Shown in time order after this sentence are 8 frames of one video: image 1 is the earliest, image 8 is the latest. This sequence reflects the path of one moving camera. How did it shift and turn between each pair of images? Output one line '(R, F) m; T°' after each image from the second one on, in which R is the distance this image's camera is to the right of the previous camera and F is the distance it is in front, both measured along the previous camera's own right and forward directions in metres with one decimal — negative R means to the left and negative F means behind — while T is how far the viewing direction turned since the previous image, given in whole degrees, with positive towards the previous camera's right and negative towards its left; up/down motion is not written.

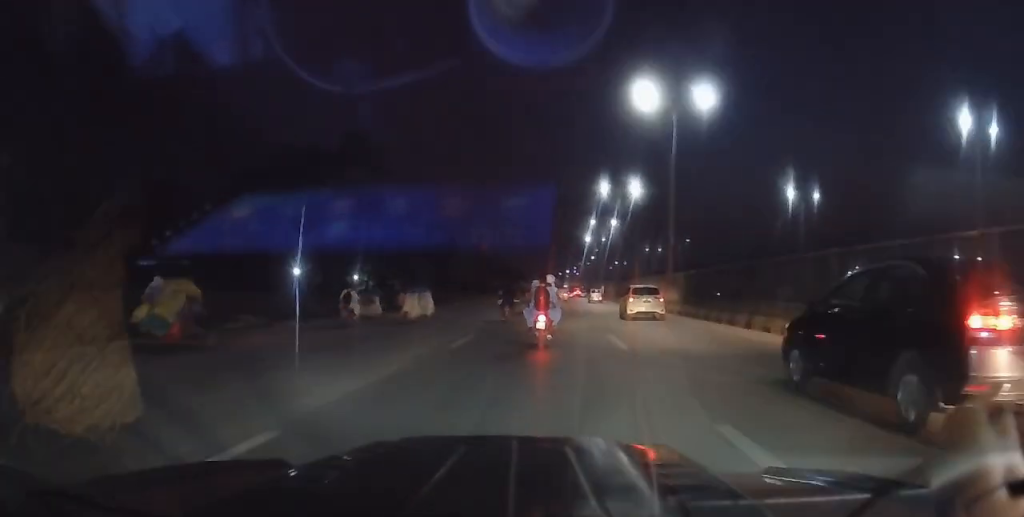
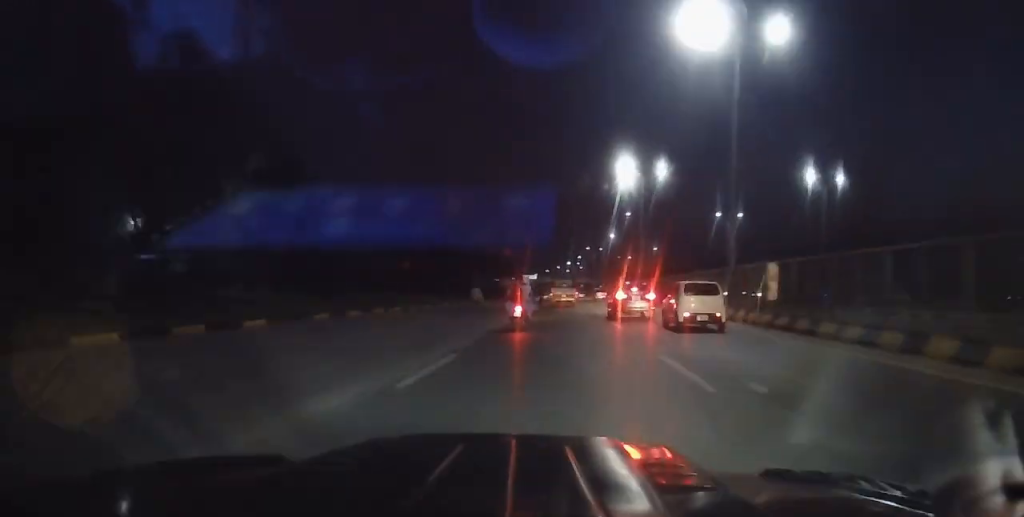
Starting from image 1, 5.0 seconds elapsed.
(0.0, +76.0) m; 0°
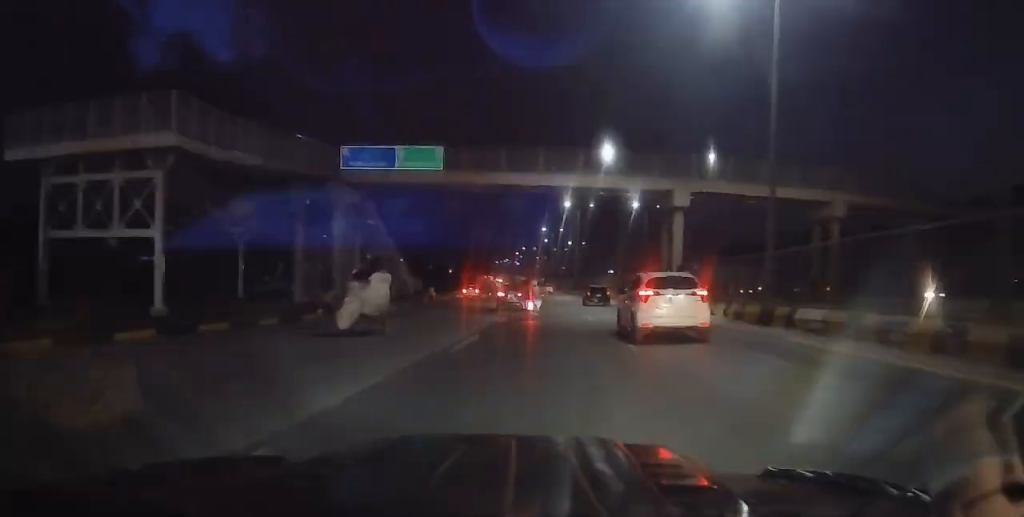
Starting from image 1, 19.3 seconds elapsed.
(-8.1, +216.9) m; -7°
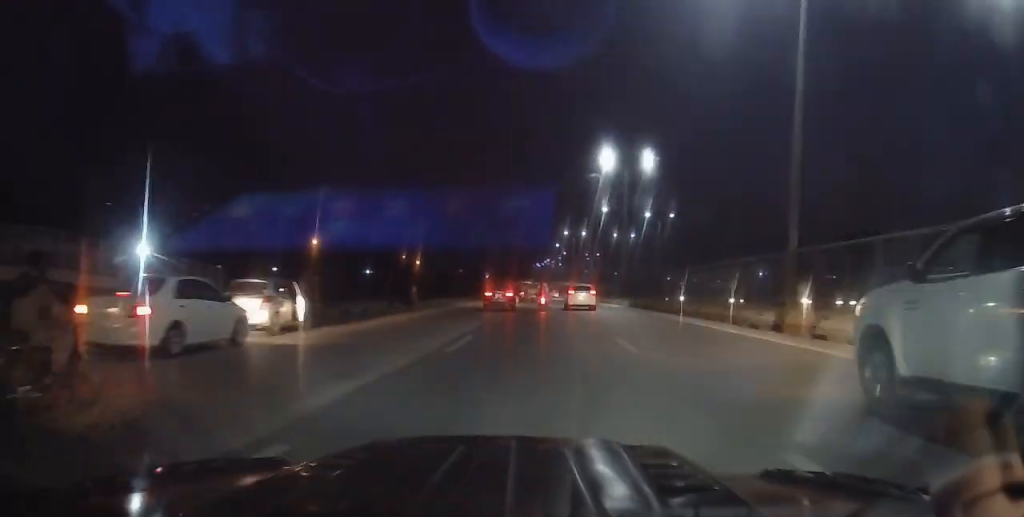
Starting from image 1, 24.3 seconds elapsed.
(-3.2, +75.1) m; -2°
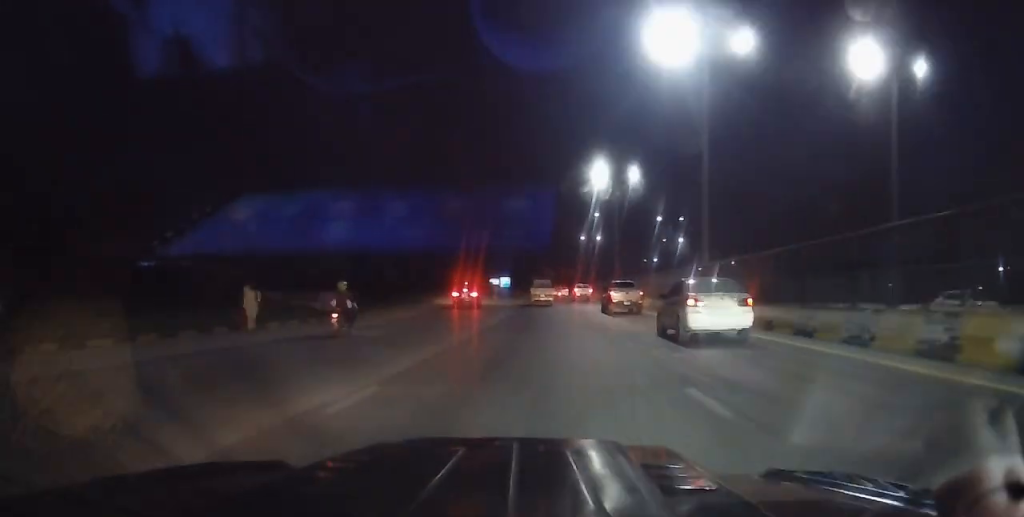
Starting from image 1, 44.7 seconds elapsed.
(-10.5, +298.3) m; -2°
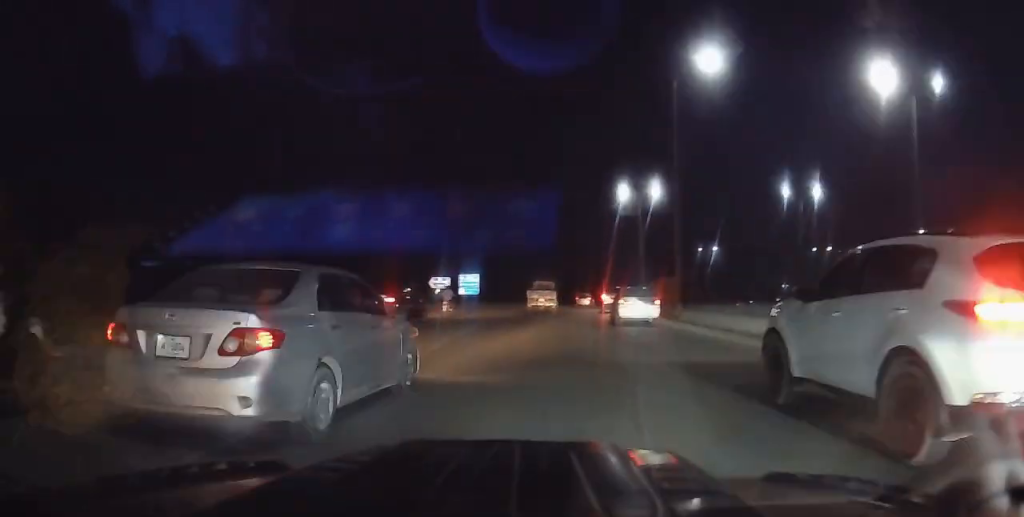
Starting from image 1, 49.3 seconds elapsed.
(+0.3, +63.6) m; +7°
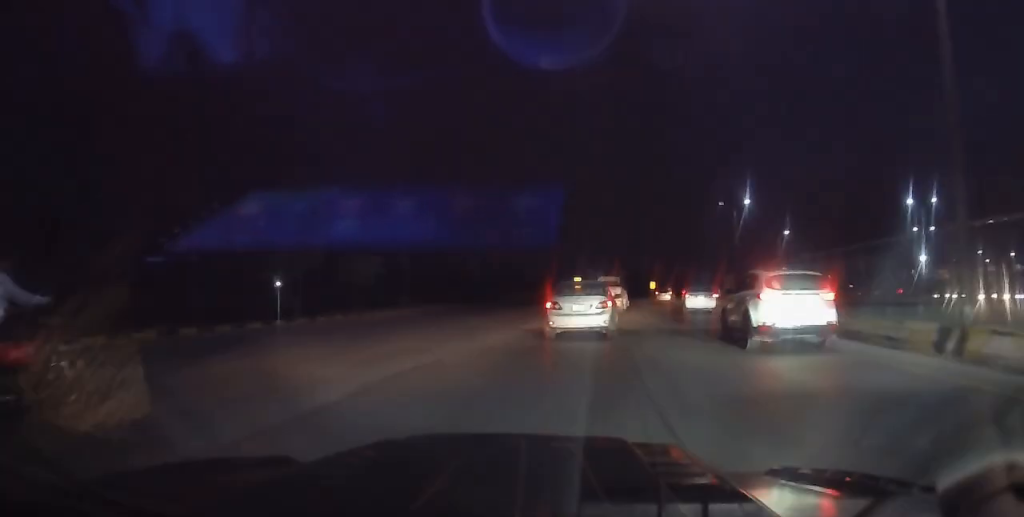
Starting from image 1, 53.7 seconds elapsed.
(+0.3, +56.7) m; +9°
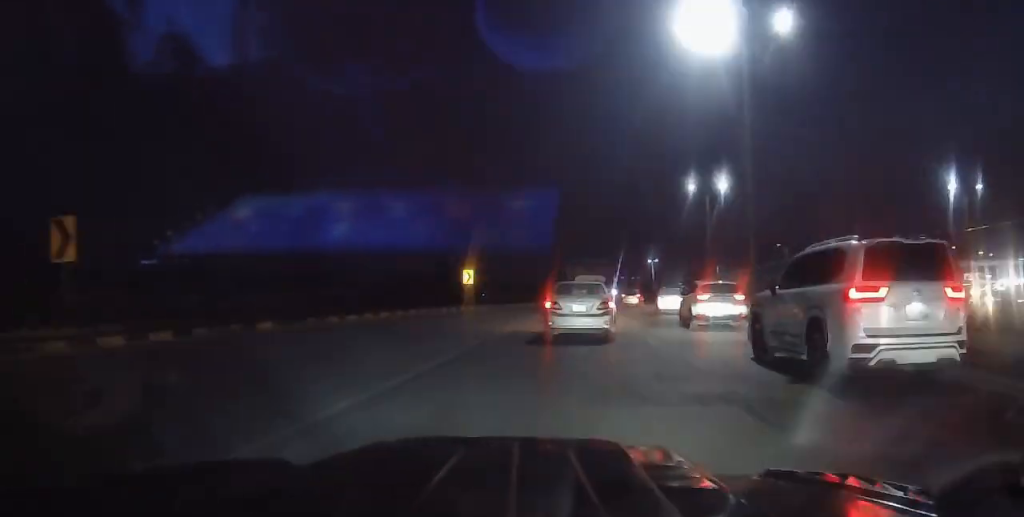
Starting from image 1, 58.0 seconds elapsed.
(+7.6, +54.4) m; +13°
